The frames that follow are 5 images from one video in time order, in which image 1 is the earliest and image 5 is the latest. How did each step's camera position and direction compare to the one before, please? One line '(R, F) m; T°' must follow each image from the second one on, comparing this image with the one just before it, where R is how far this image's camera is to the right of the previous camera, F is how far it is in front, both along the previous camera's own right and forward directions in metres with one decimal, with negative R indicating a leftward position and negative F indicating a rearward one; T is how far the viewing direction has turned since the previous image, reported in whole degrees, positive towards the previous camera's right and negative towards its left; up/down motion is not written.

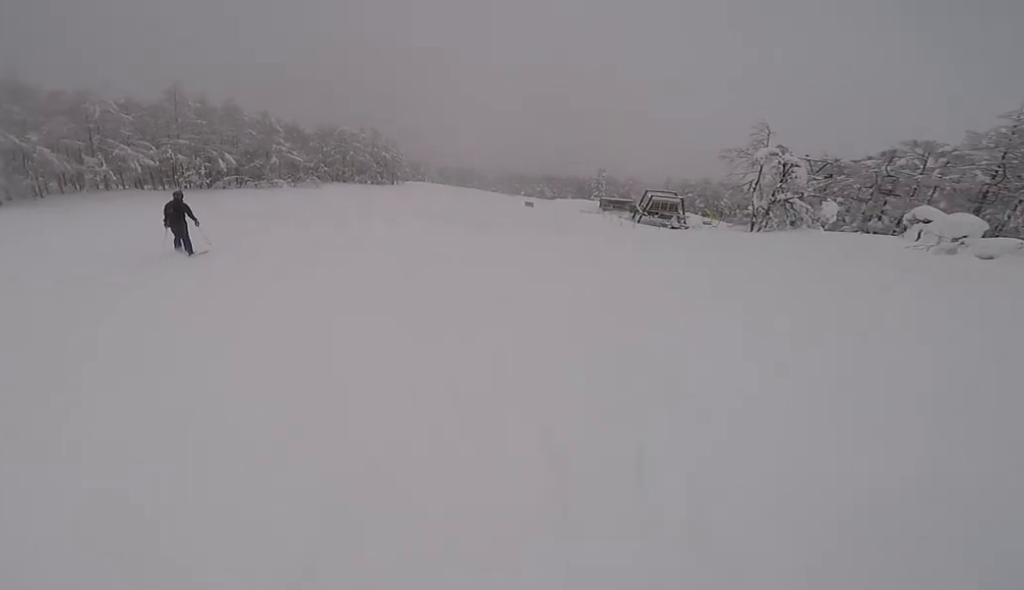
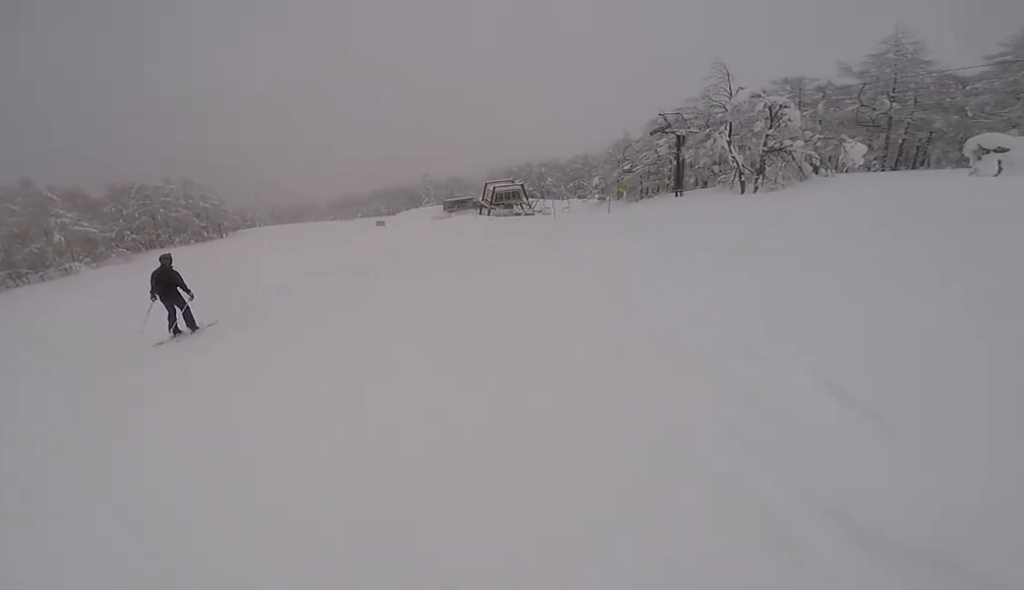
(-0.2, +11.5) m; +7°
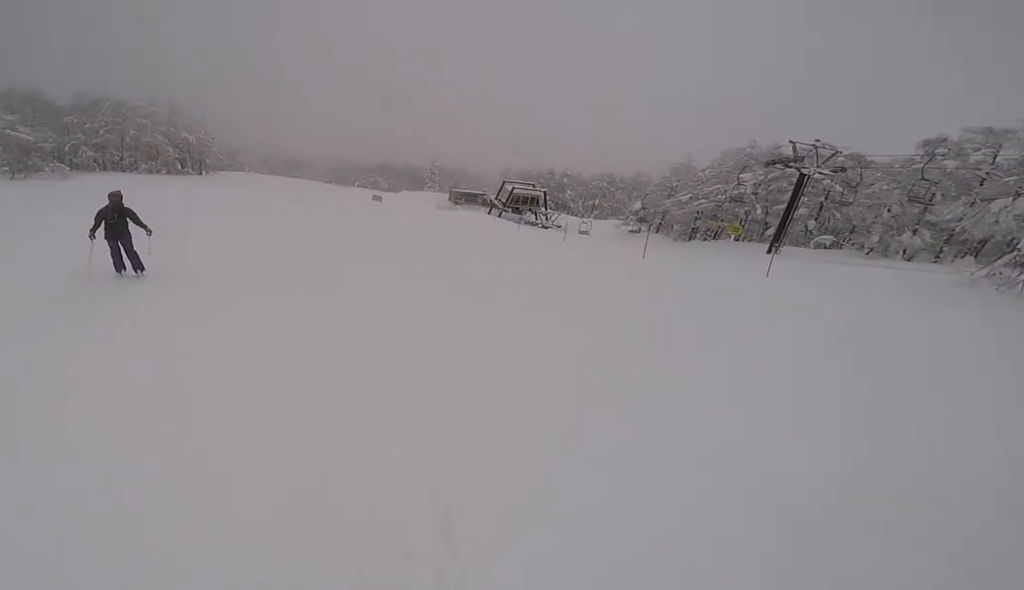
(+1.8, +11.2) m; +3°
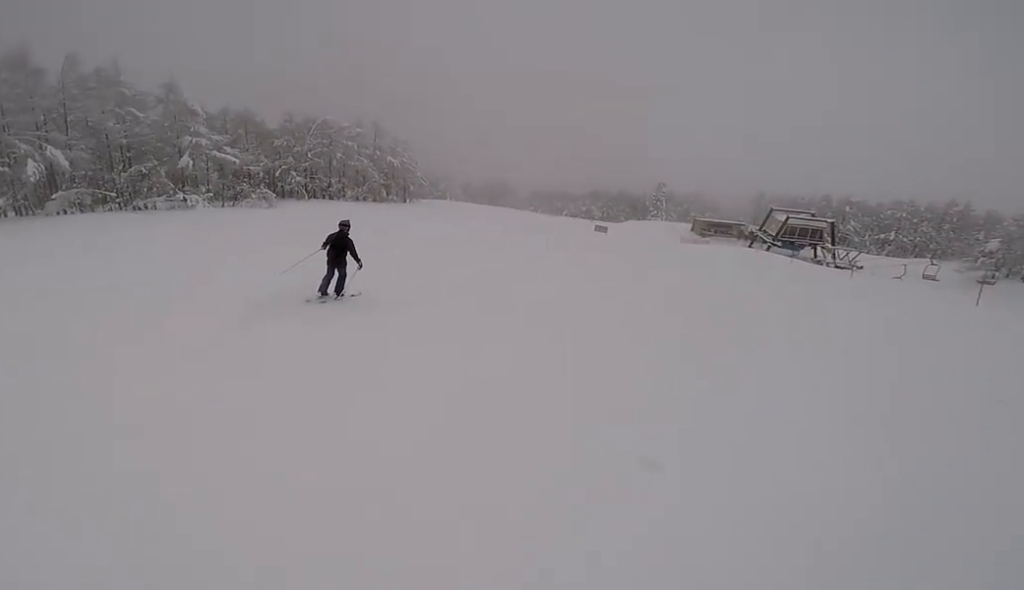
(-1.6, +8.6) m; -4°
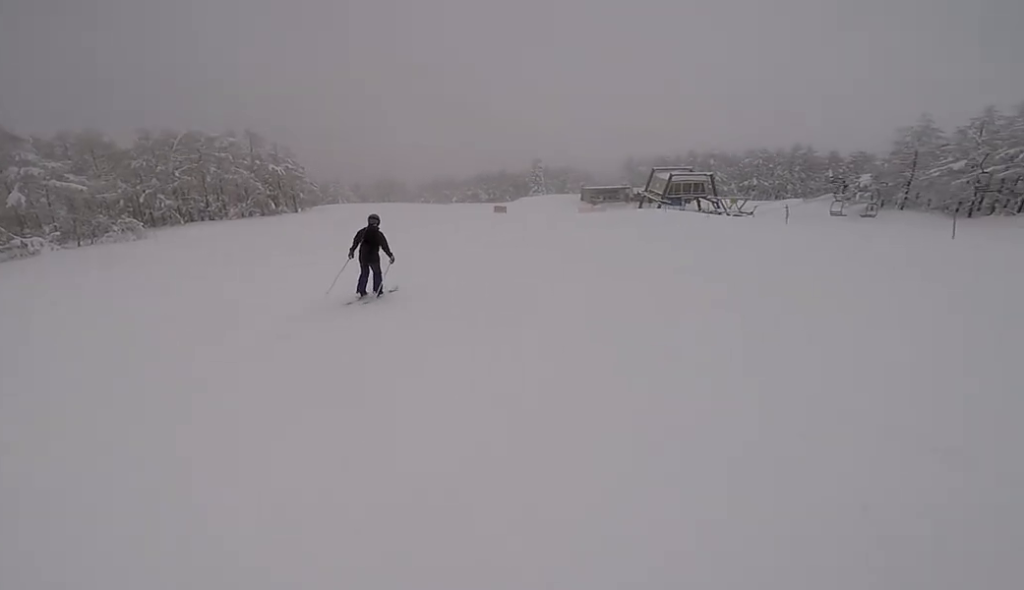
(0.0, +5.0) m; +10°
